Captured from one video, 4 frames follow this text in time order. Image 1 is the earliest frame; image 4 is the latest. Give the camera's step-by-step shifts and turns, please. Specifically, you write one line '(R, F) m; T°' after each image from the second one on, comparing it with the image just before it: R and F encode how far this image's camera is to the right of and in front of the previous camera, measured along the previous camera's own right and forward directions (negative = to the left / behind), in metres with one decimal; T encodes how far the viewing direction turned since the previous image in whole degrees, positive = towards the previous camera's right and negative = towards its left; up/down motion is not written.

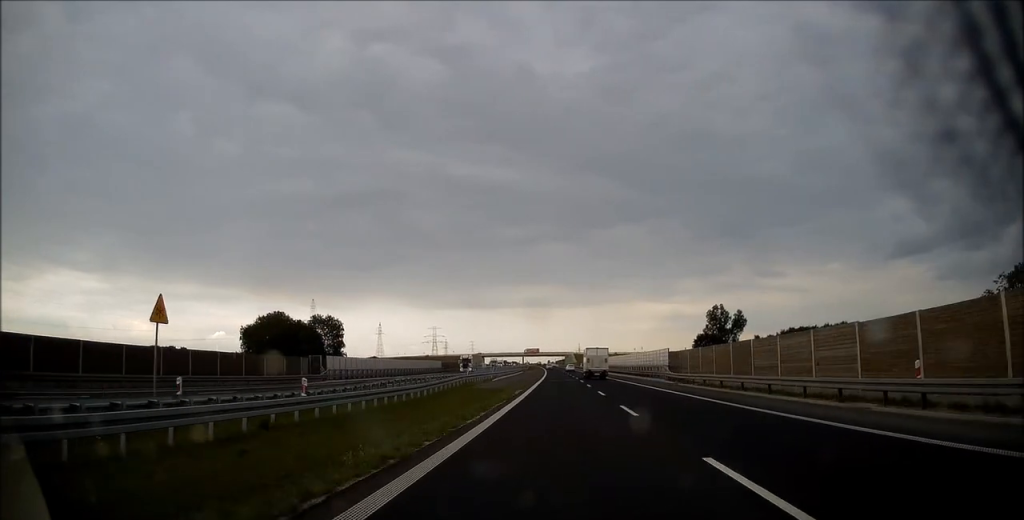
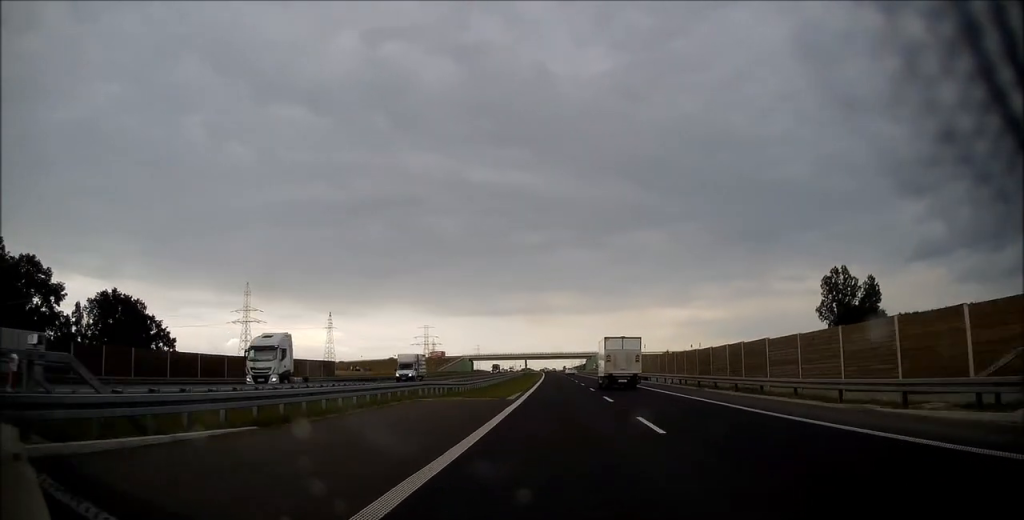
(-1.9, +111.0) m; -2°
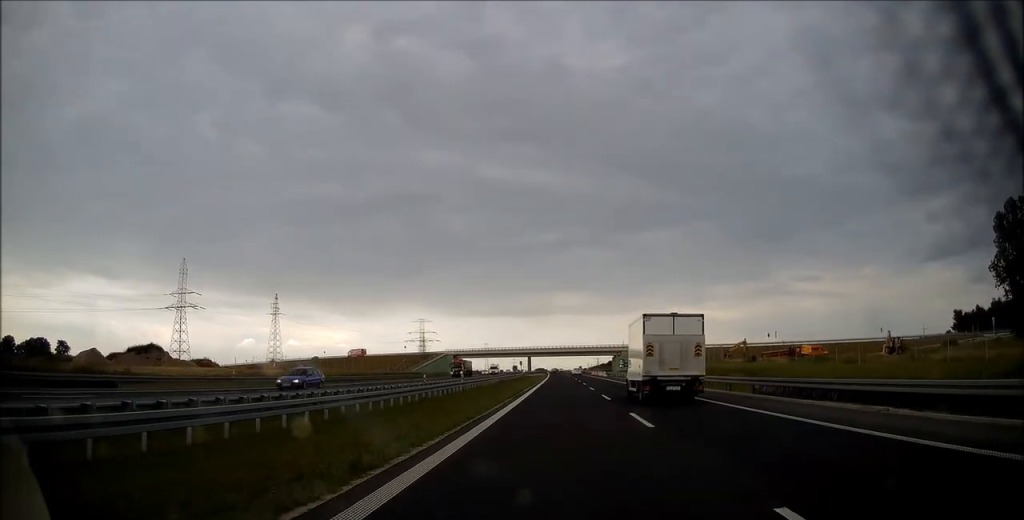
(-0.5, +70.6) m; -1°
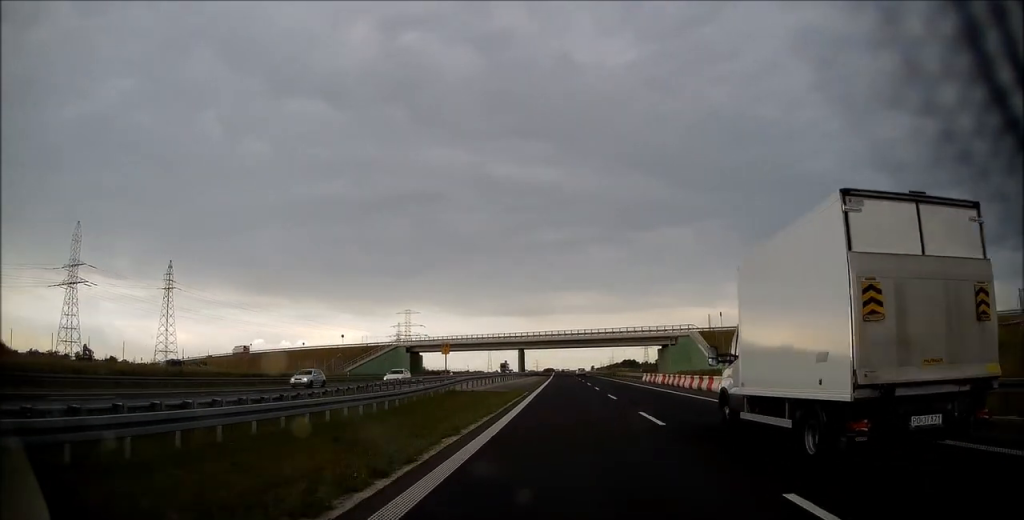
(-1.0, +71.6) m; -1°
